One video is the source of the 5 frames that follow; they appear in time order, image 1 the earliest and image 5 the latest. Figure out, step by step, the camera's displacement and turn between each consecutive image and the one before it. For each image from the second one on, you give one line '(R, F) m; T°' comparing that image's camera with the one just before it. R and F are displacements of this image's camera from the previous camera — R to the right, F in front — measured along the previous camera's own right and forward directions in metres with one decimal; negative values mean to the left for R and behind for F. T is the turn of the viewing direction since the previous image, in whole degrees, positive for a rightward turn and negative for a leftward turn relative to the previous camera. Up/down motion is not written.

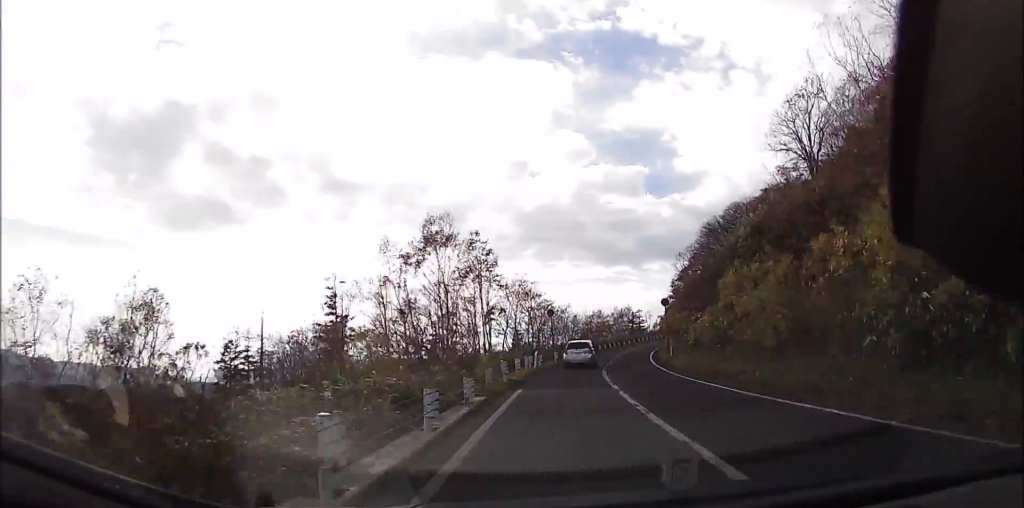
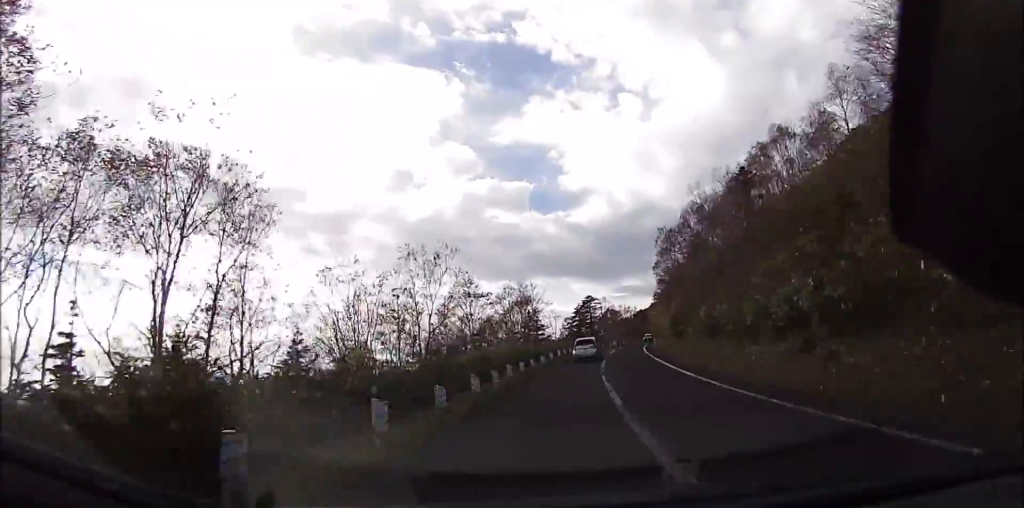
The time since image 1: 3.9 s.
(+2.3, +41.1) m; +10°
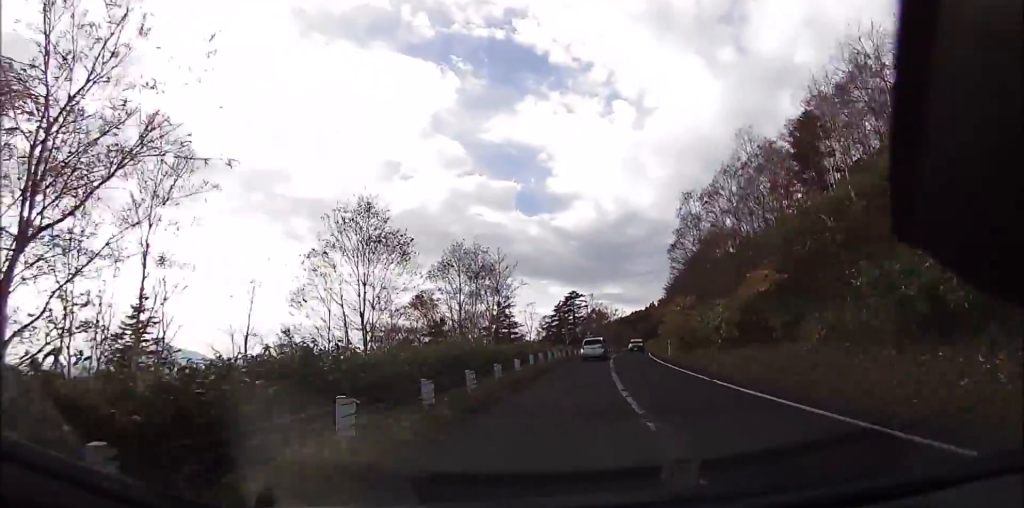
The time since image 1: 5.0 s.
(+0.5, +12.5) m; +5°
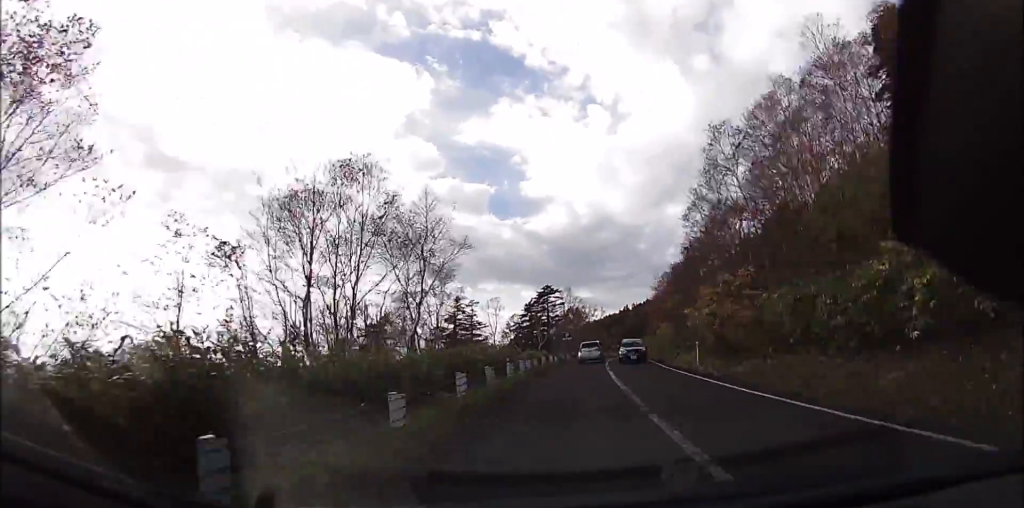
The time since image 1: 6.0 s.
(+0.2, +10.5) m; +4°
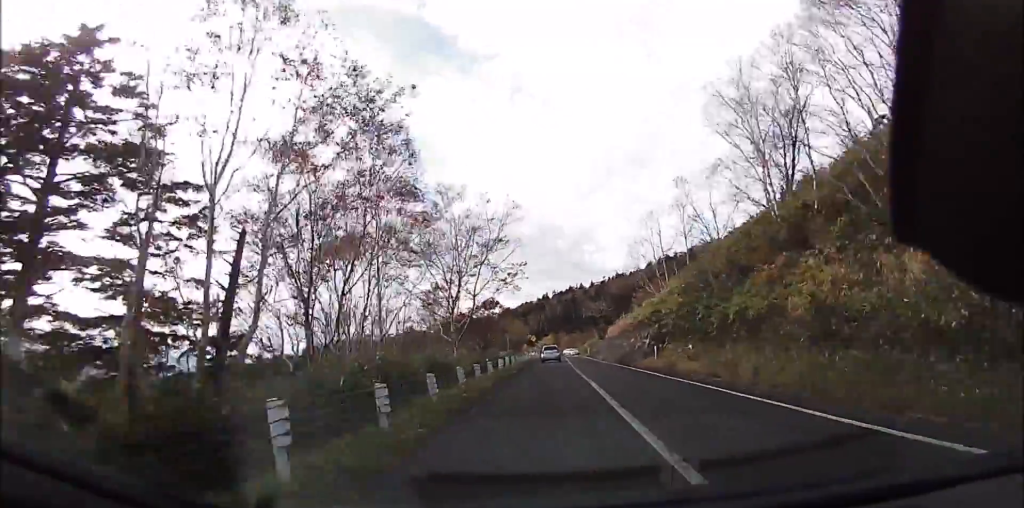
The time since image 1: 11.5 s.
(+11.1, +61.0) m; +12°
